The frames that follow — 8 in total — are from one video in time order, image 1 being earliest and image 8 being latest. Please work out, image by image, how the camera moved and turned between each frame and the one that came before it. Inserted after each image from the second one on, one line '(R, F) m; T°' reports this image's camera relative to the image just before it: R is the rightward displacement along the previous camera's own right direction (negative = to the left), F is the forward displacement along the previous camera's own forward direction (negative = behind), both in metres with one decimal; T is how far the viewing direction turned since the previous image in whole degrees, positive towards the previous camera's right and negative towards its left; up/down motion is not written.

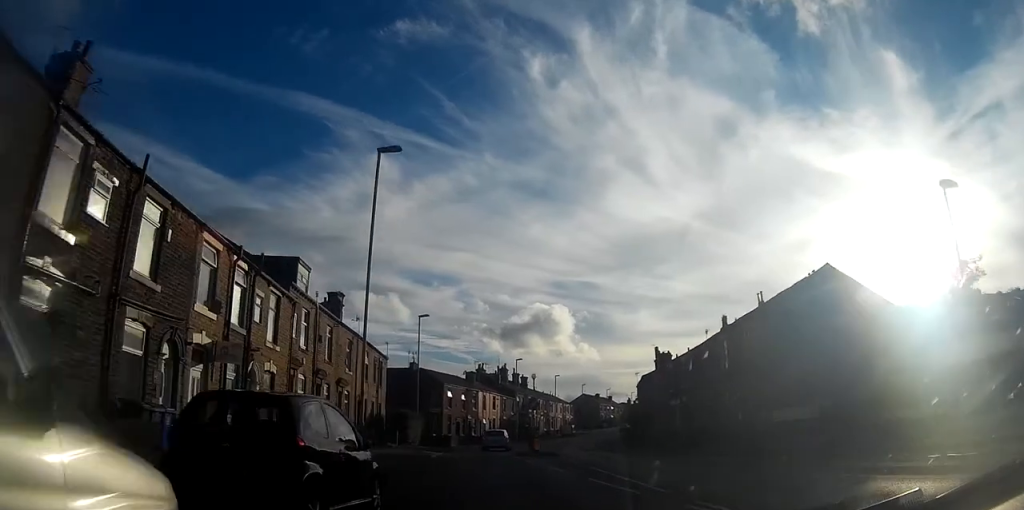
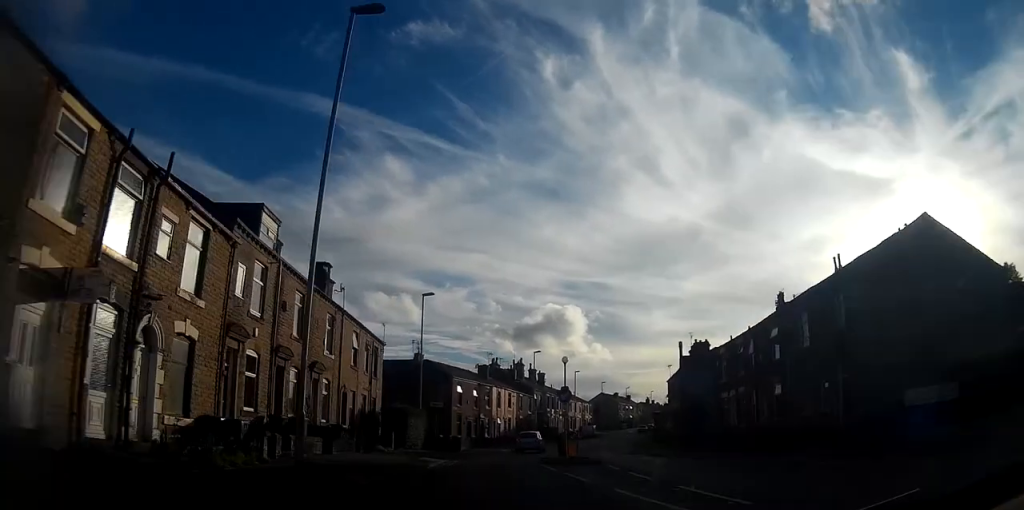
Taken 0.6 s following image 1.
(0.0, +8.0) m; +2°
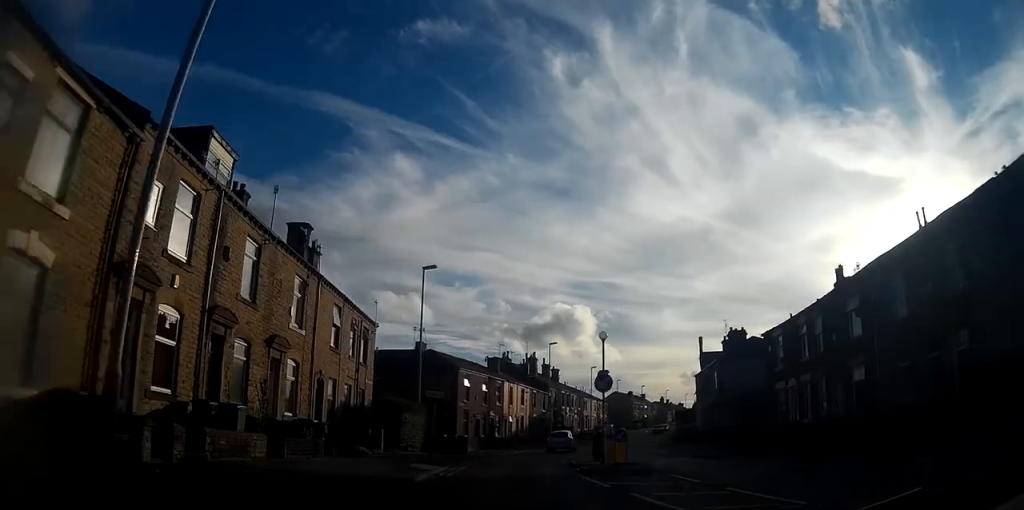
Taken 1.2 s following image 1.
(-0.2, +6.7) m; +2°
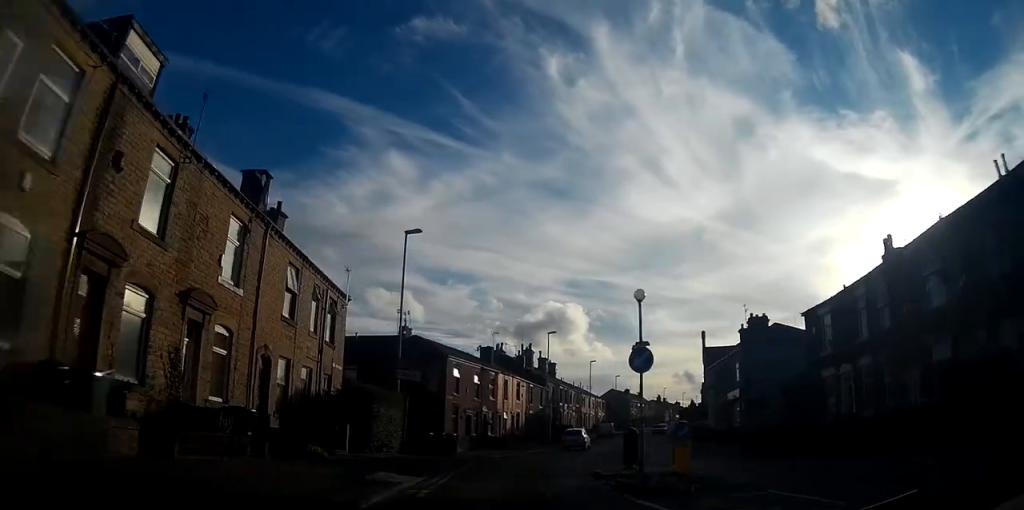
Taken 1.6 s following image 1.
(+0.3, +5.9) m; -1°
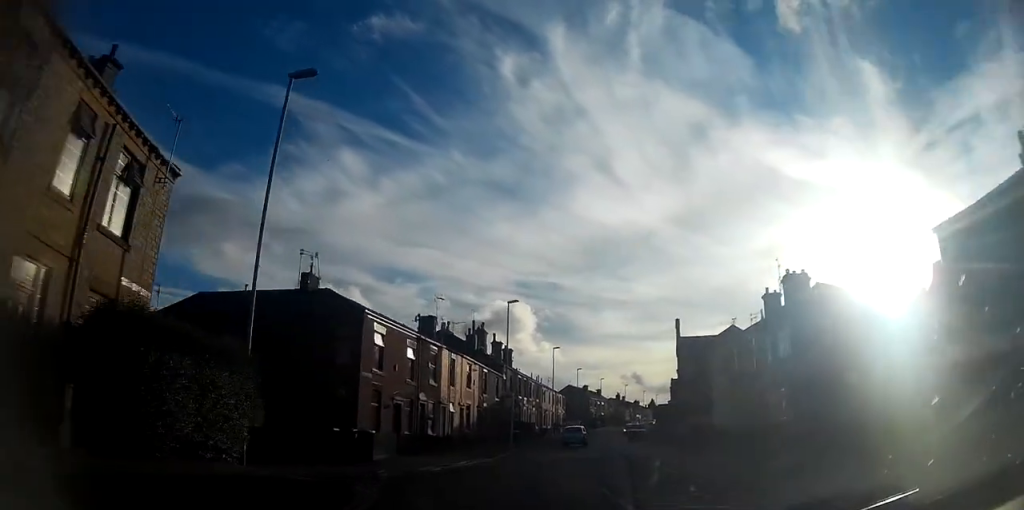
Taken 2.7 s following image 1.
(-0.2, +13.9) m; -2°
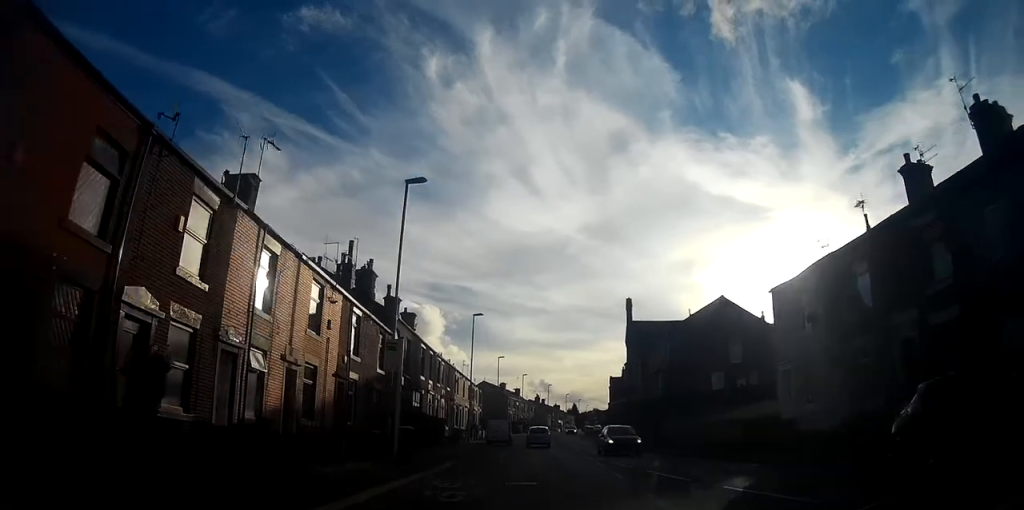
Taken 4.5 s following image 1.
(+1.1, +22.0) m; +10°
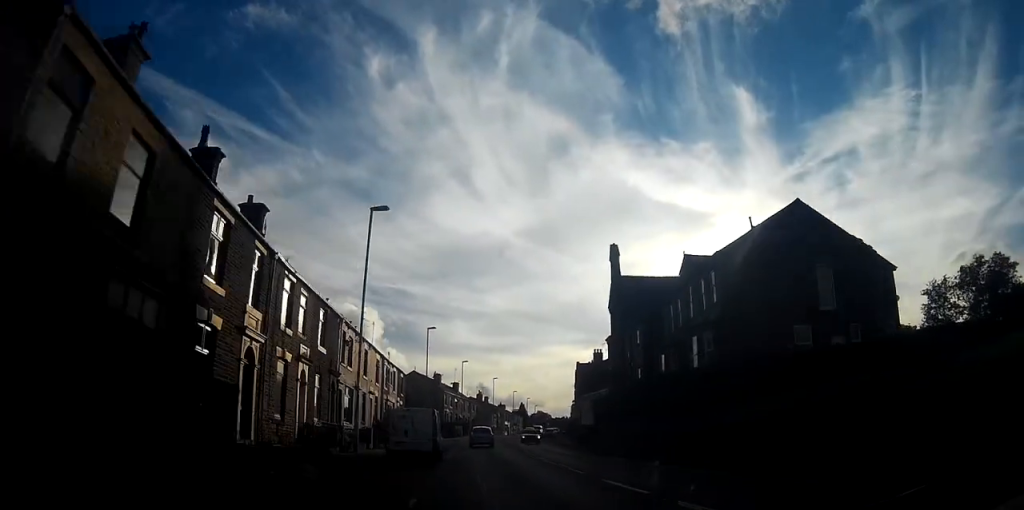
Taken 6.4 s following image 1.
(+2.9, +24.1) m; +8°
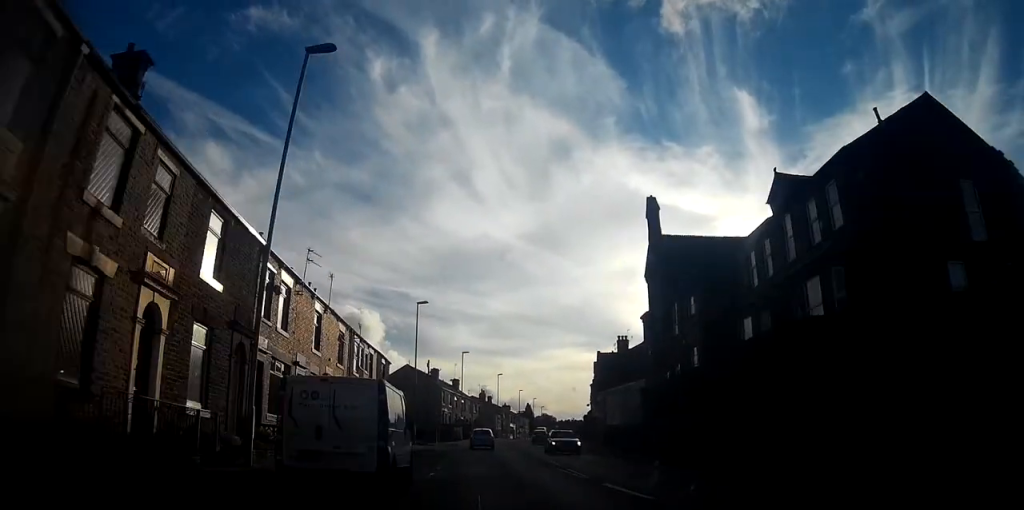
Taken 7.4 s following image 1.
(-0.3, +12.0) m; -1°
